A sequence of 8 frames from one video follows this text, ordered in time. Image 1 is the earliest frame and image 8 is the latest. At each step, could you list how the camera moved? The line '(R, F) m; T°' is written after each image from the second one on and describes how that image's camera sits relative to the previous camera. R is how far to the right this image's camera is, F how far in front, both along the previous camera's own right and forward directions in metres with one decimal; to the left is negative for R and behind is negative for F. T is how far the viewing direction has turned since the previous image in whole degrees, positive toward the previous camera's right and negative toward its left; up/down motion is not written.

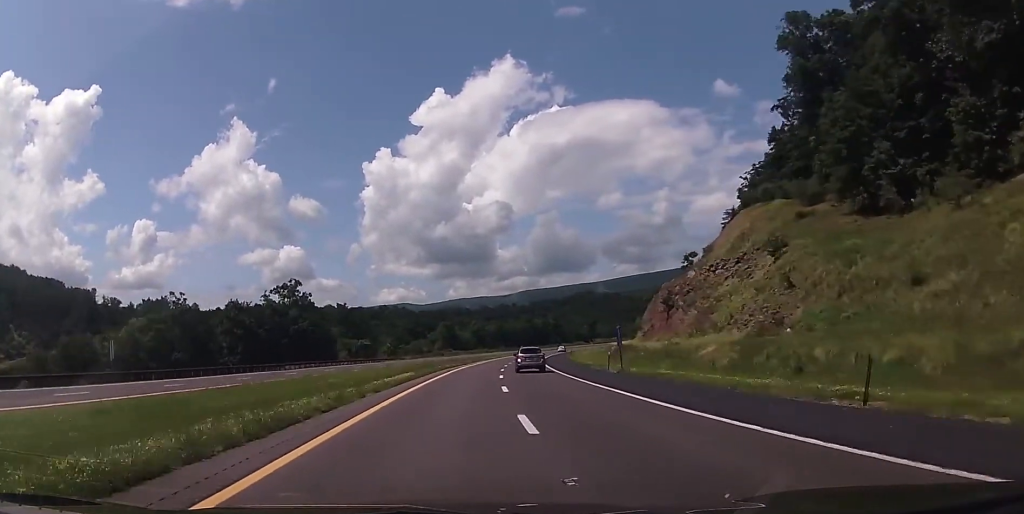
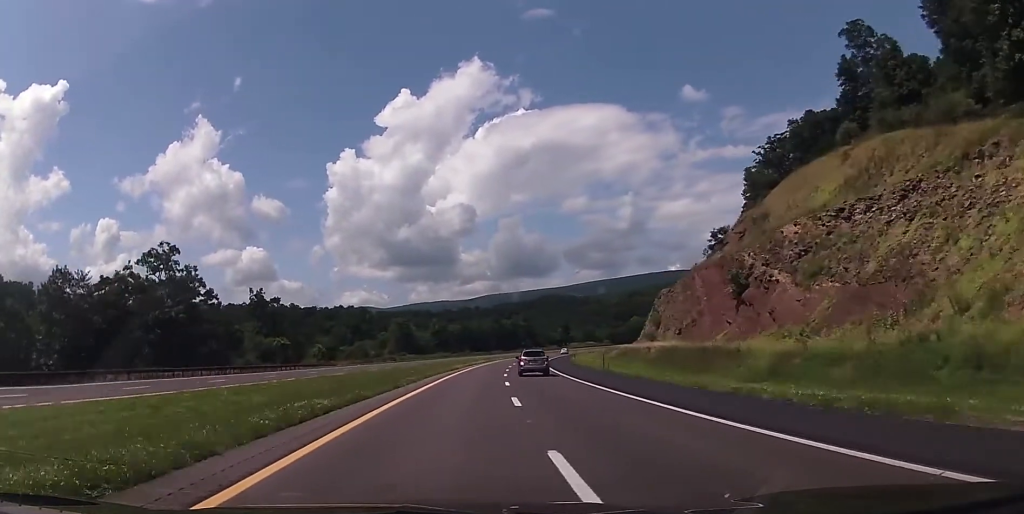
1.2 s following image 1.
(+1.5, +41.2) m; +4°
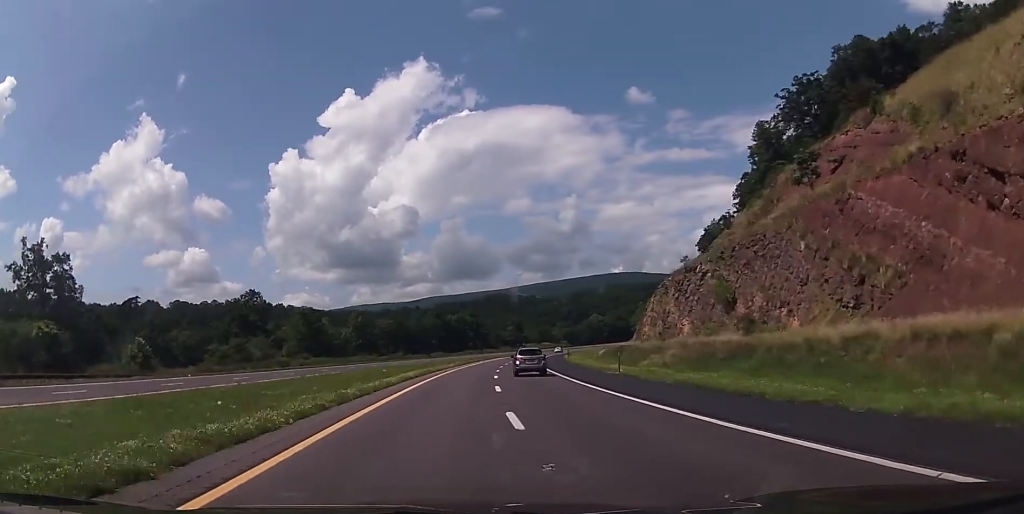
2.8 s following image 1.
(+1.7, +53.2) m; +4°
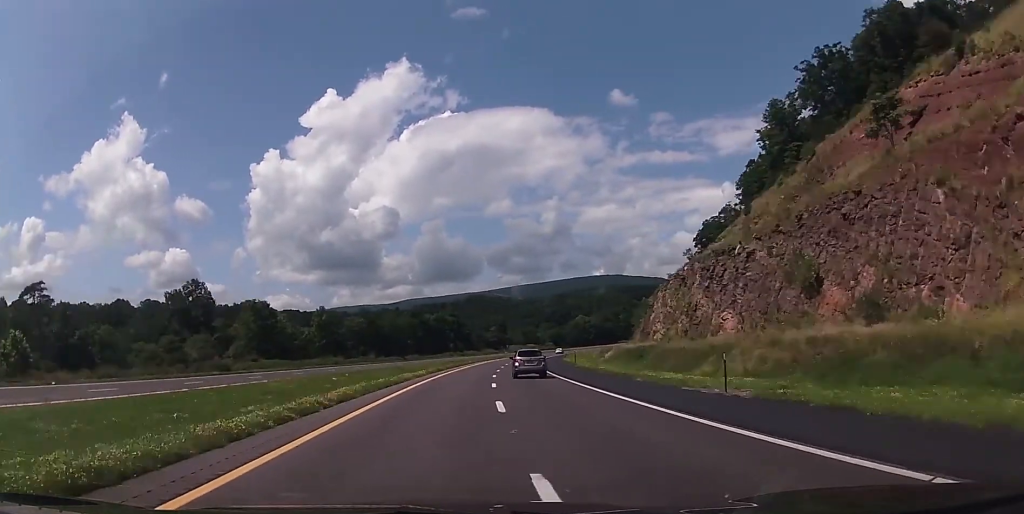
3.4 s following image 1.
(+0.2, +19.9) m; +2°
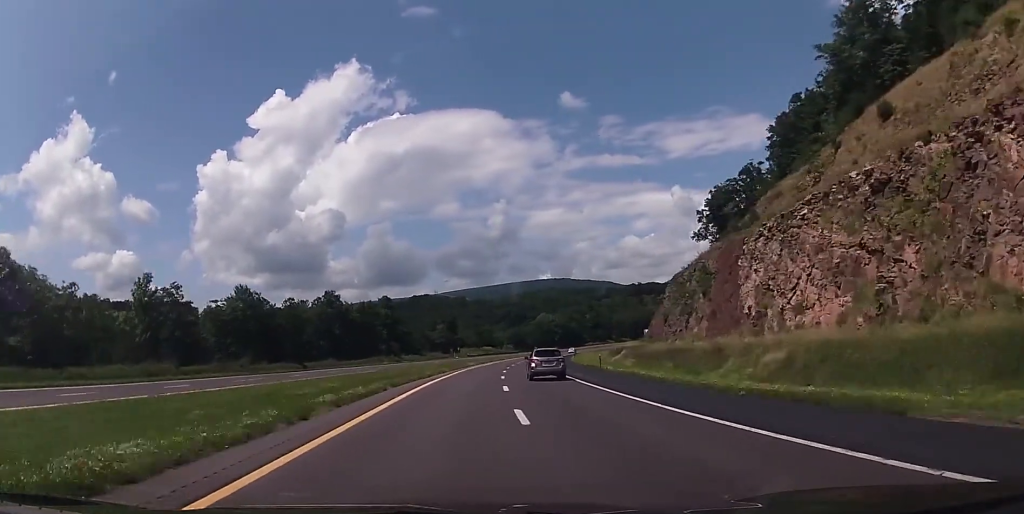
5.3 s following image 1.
(+2.7, +62.2) m; +5°
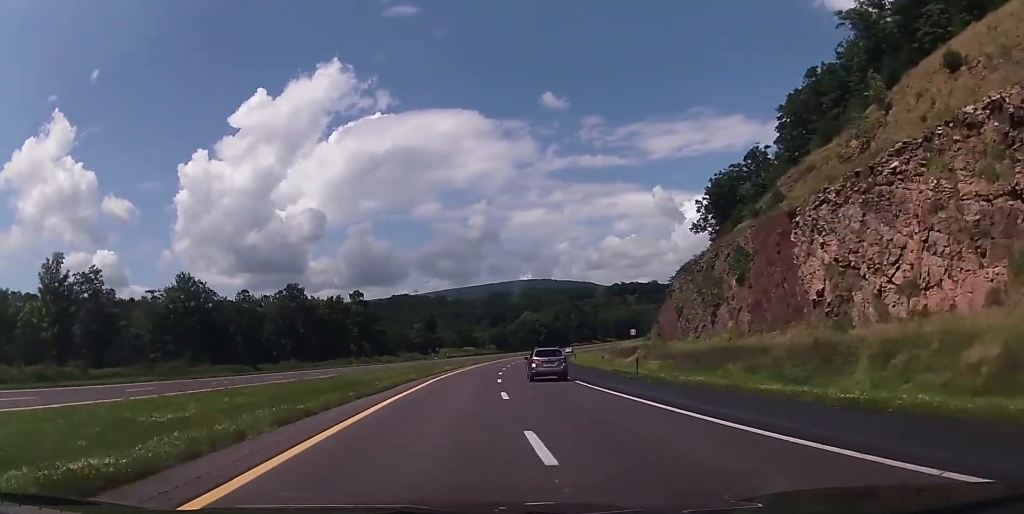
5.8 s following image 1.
(+0.5, +16.7) m; +2°
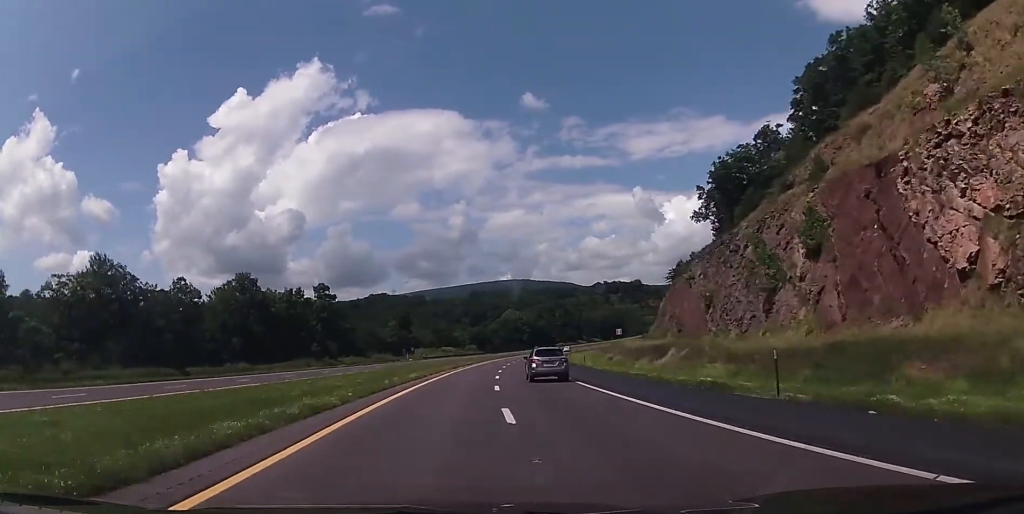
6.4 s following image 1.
(+0.2, +18.9) m; +2°
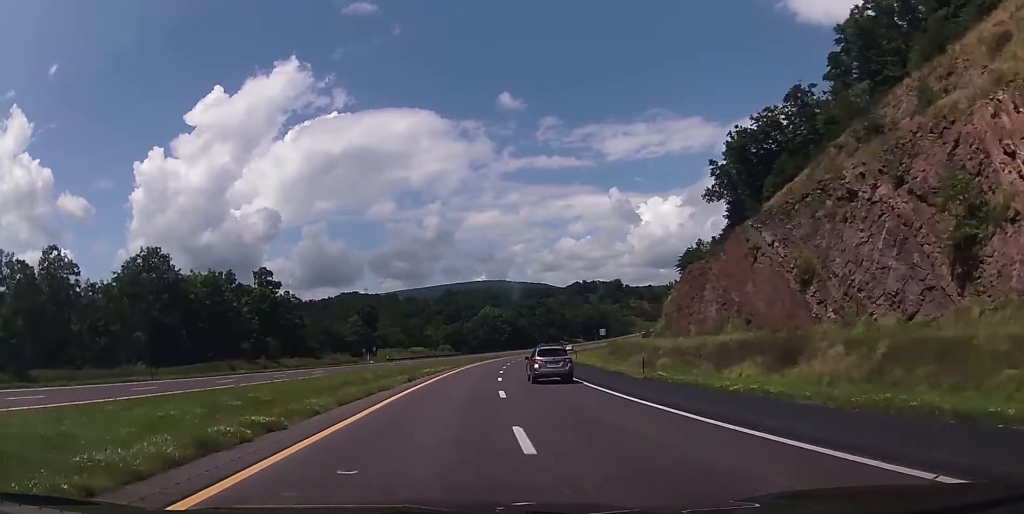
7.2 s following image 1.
(+0.5, +27.8) m; +2°
